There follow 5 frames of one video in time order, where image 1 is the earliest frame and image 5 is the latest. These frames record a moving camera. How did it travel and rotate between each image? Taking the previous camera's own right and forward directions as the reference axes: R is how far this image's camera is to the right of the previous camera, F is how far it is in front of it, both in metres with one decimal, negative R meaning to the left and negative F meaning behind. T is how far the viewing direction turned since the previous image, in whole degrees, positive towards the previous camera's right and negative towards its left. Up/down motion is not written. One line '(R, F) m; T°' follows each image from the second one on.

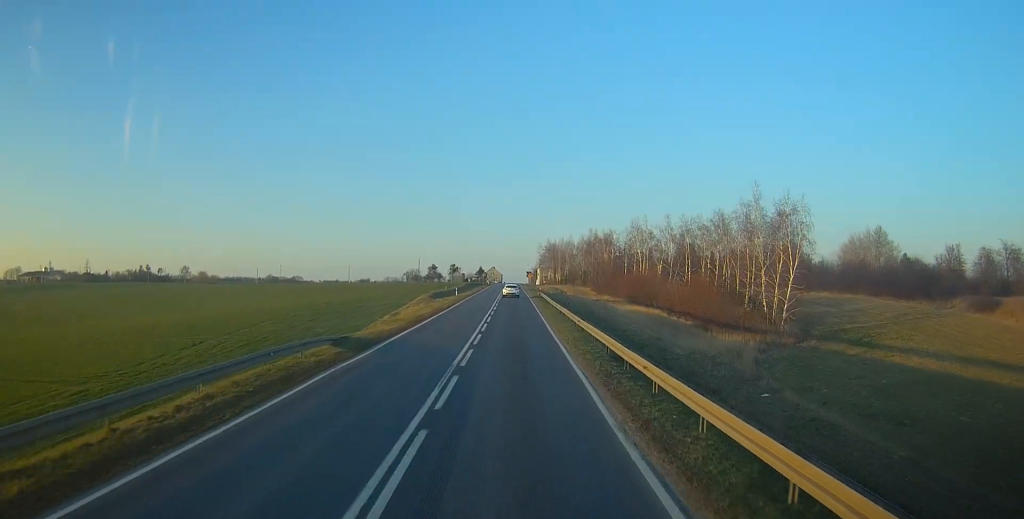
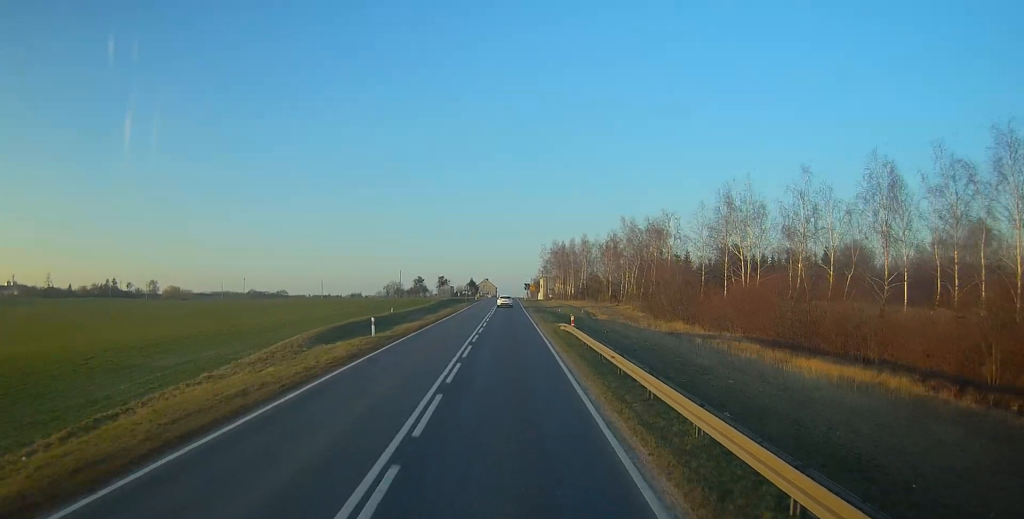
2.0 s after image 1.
(+0.1, +44.3) m; 0°
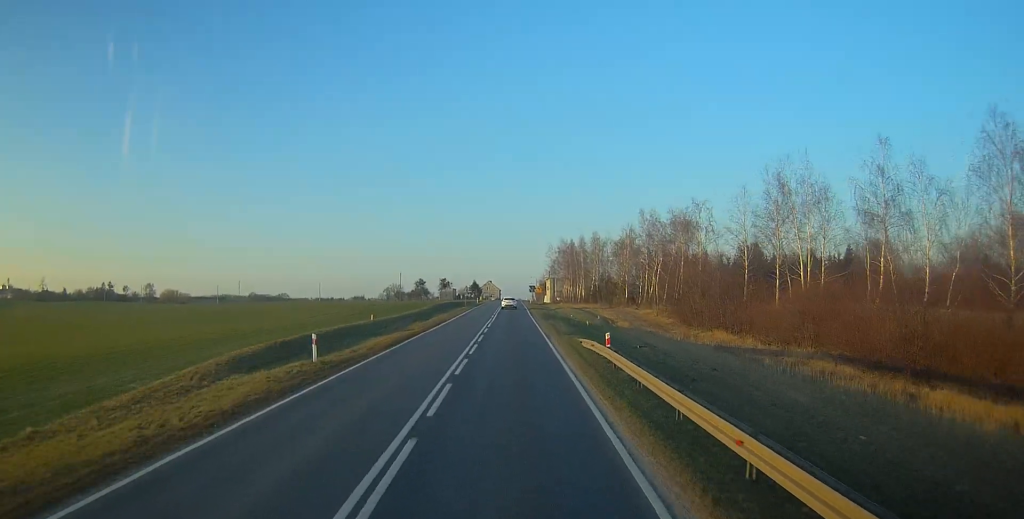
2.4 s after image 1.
(0.0, +10.5) m; 0°
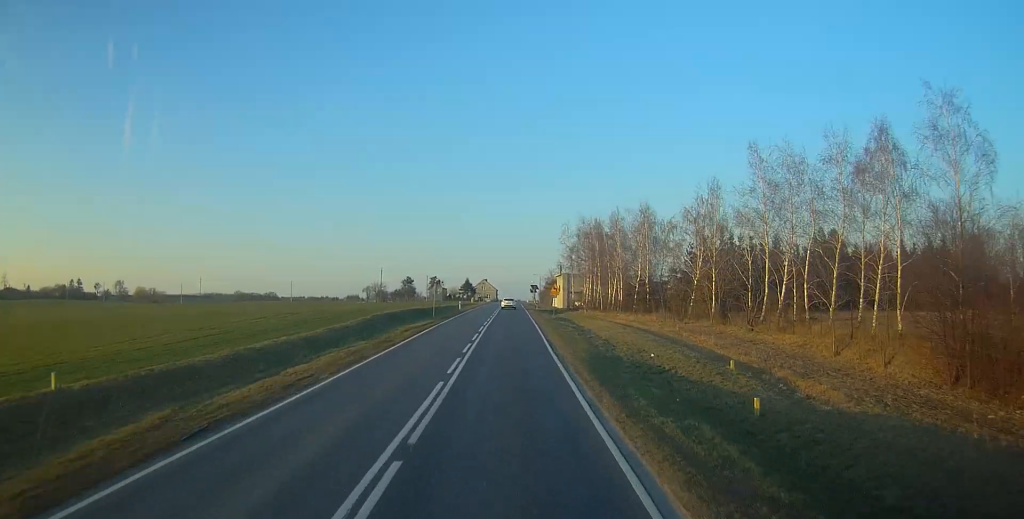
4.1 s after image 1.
(0.0, +38.0) m; -1°
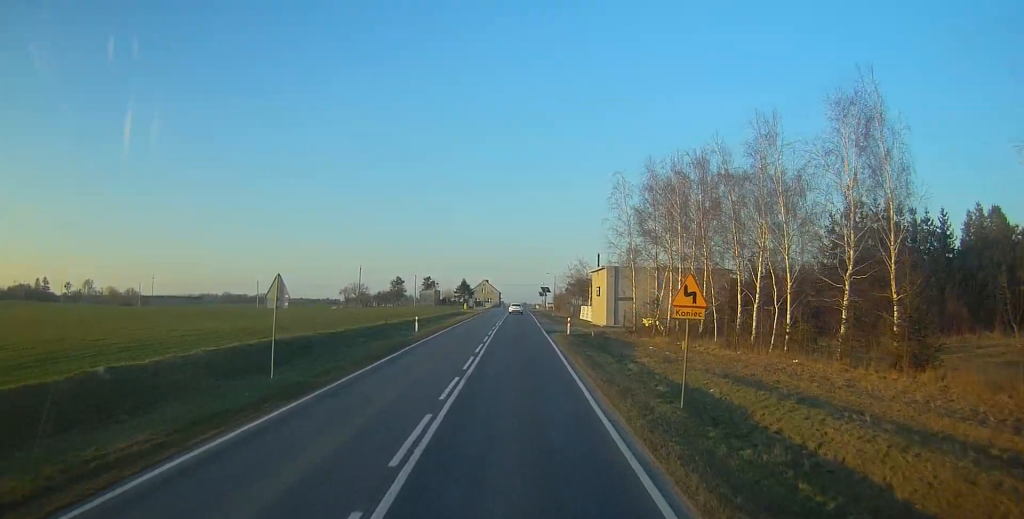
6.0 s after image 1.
(-0.2, +41.6) m; 0°
